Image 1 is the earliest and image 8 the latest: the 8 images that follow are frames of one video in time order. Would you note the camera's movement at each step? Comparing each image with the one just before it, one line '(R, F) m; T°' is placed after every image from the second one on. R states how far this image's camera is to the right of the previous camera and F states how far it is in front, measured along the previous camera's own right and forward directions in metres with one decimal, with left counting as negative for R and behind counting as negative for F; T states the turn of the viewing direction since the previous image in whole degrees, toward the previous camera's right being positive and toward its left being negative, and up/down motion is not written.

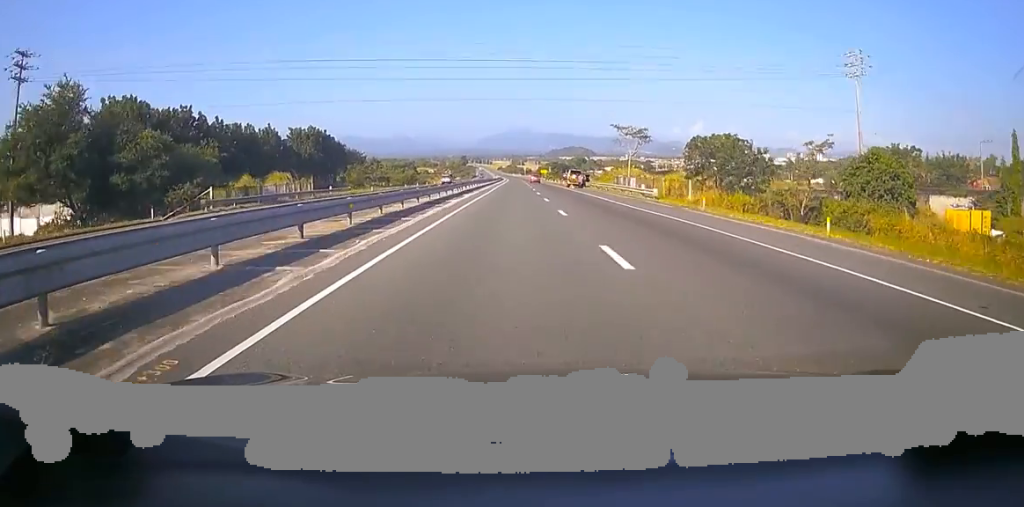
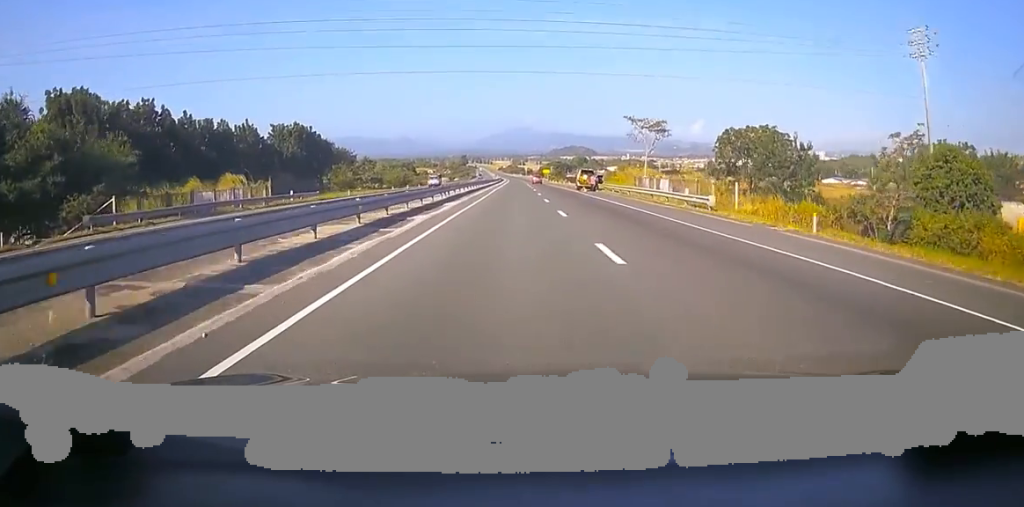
(0.0, +11.3) m; -1°
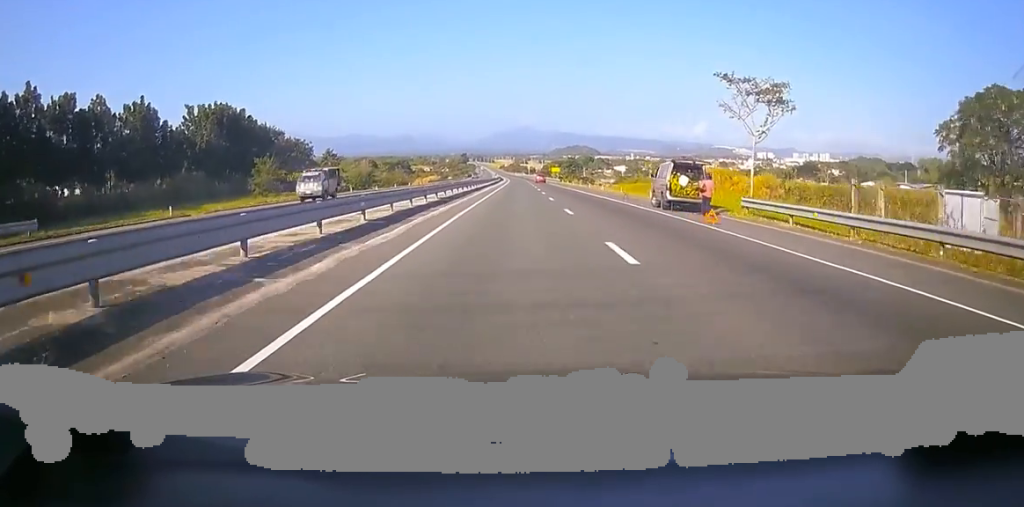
(-1.4, +36.4) m; -2°
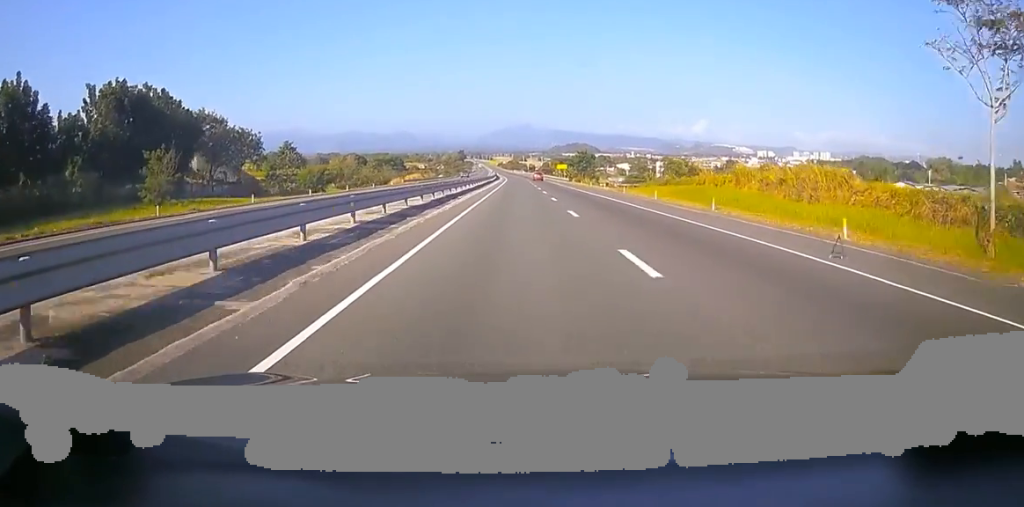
(+0.5, +25.1) m; +2°
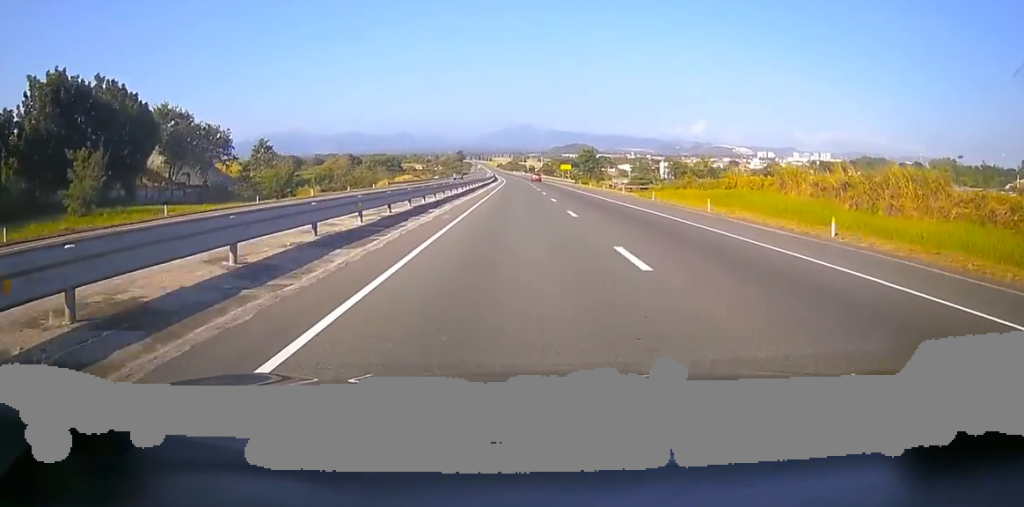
(+0.2, +11.2) m; +1°
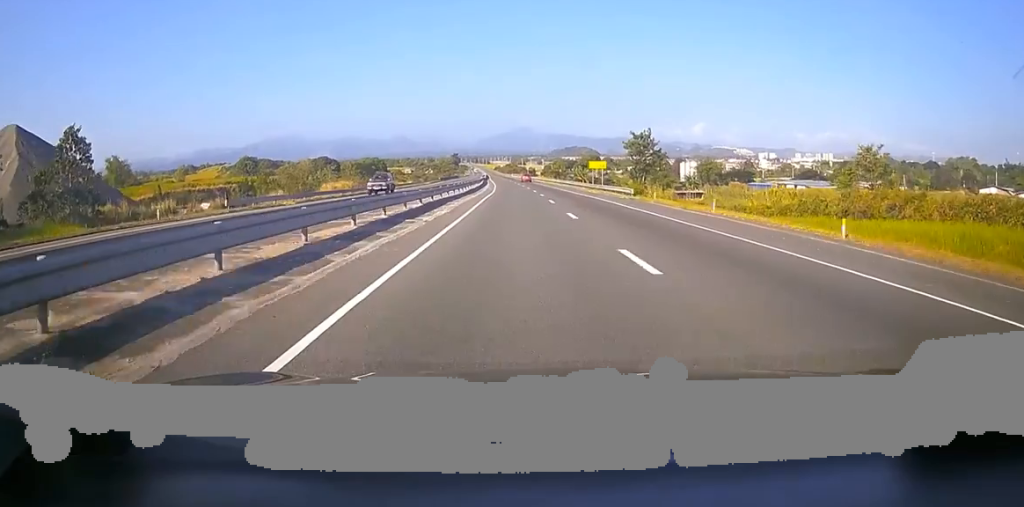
(-1.9, +47.8) m; -3°
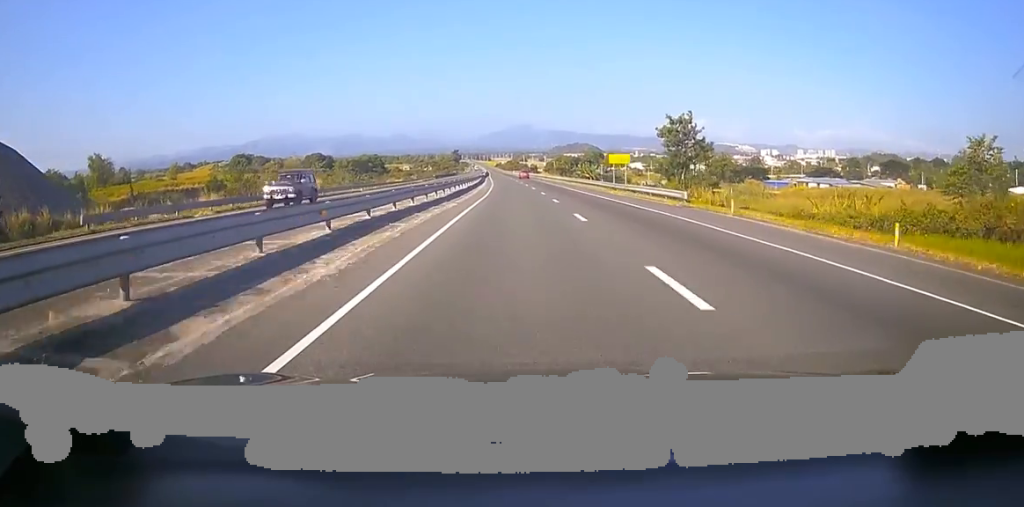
(-0.1, +14.0) m; 0°
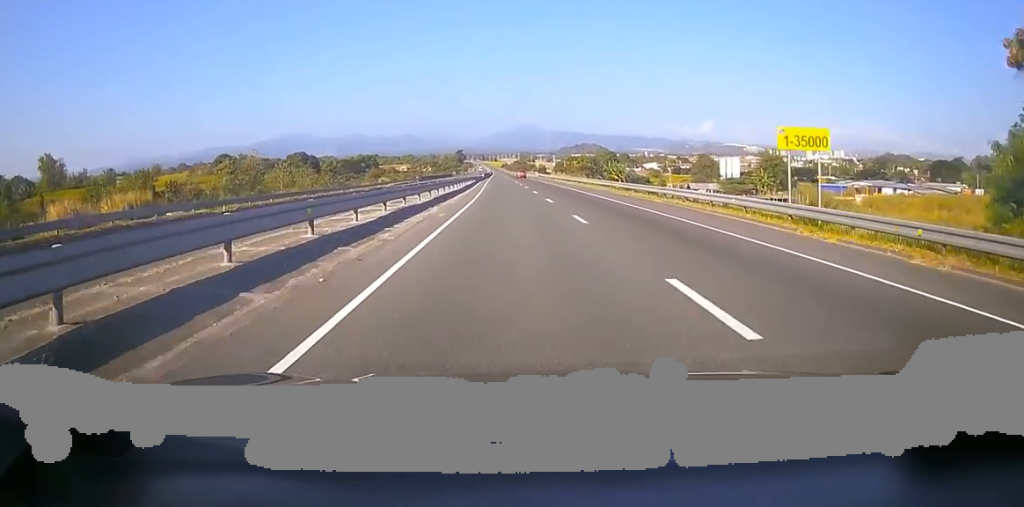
(+1.2, +35.6) m; +1°
